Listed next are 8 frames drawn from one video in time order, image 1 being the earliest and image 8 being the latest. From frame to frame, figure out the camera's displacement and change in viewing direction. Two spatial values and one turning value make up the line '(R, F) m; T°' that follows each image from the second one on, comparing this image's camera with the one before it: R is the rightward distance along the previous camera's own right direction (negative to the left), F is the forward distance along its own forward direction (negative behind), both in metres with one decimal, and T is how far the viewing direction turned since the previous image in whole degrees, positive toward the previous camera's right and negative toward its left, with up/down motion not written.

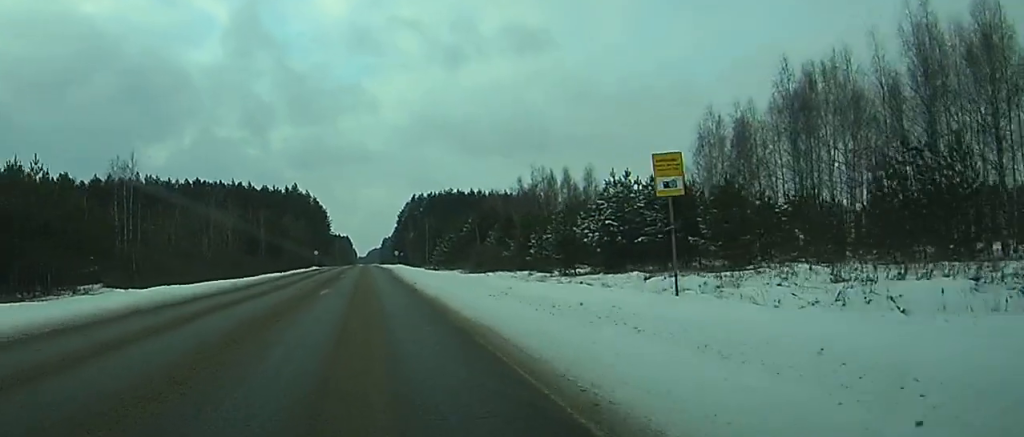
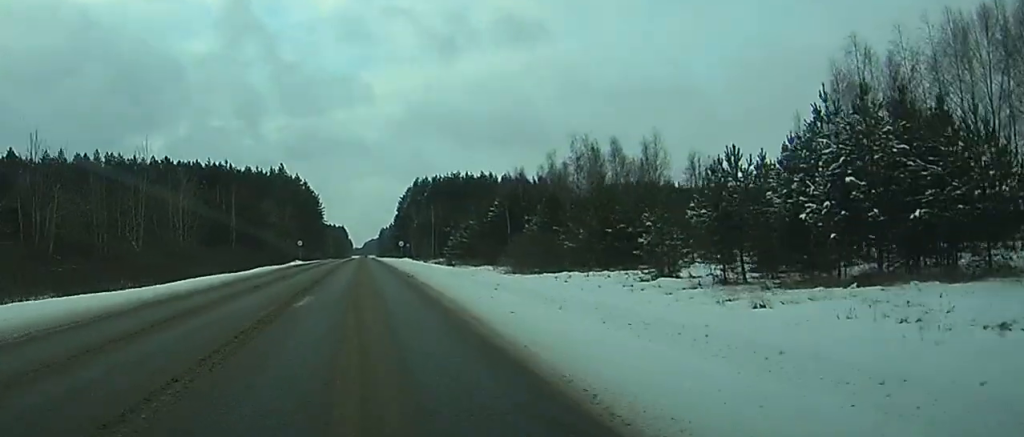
(-0.2, +33.4) m; 0°
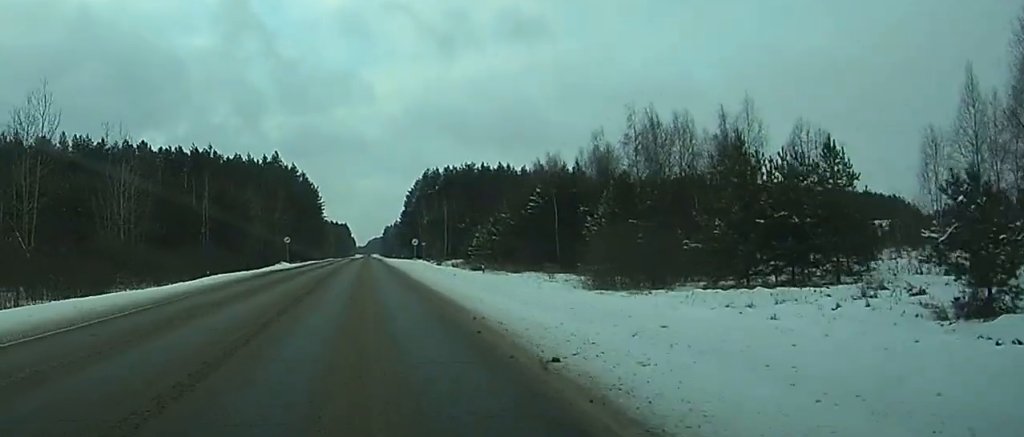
(0.0, +26.3) m; 0°
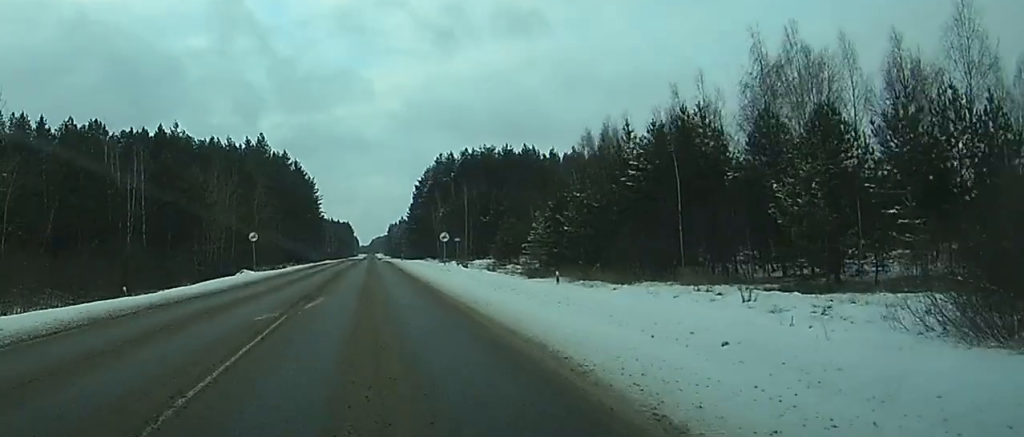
(+0.1, +33.8) m; 0°
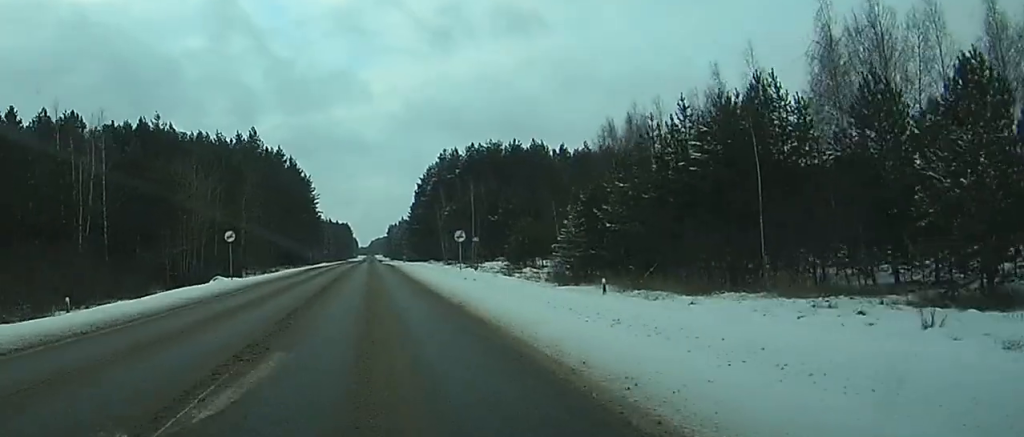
(0.0, +11.5) m; 0°
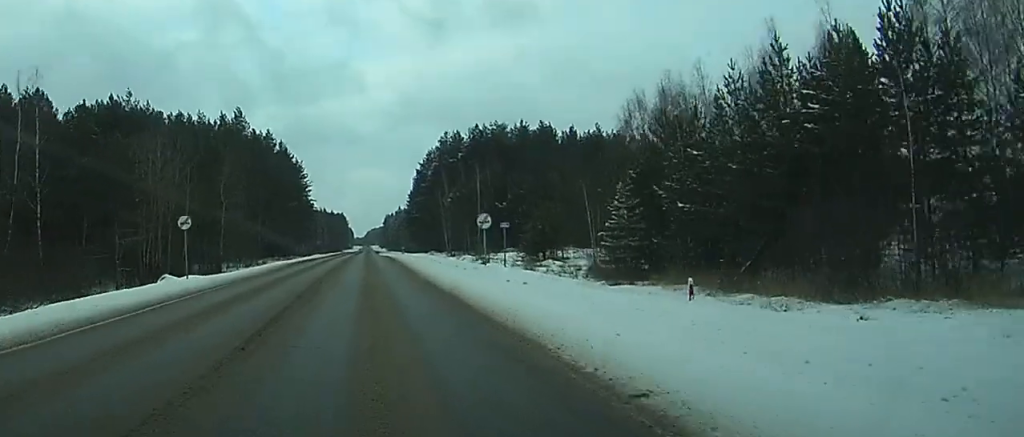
(0.0, +13.2) m; 0°
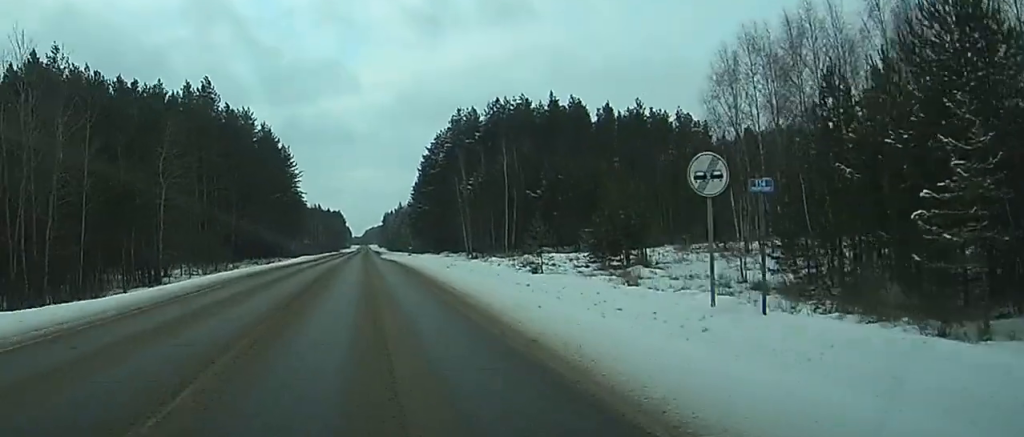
(0.0, +28.7) m; 0°
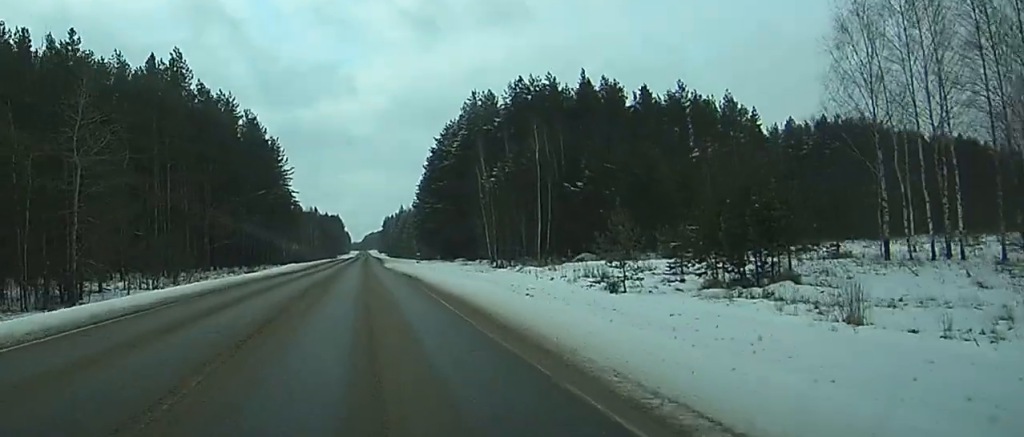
(-0.1, +21.2) m; 0°
